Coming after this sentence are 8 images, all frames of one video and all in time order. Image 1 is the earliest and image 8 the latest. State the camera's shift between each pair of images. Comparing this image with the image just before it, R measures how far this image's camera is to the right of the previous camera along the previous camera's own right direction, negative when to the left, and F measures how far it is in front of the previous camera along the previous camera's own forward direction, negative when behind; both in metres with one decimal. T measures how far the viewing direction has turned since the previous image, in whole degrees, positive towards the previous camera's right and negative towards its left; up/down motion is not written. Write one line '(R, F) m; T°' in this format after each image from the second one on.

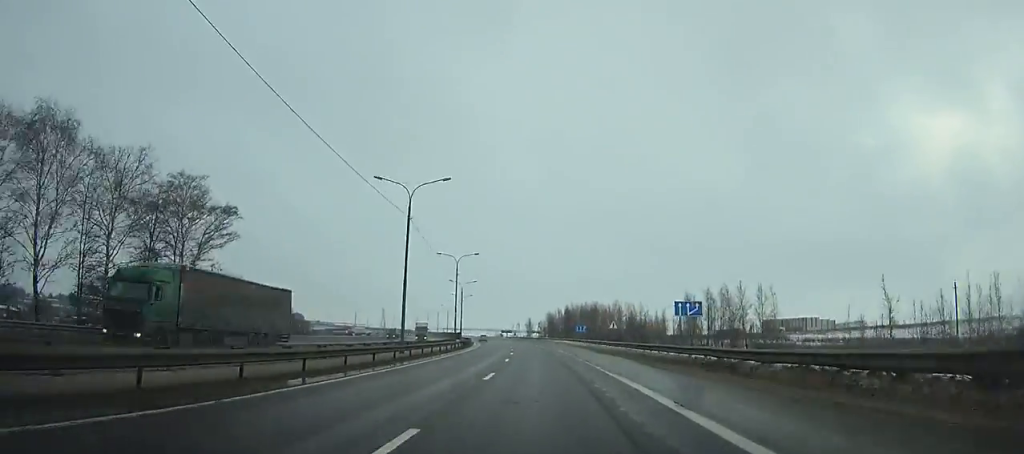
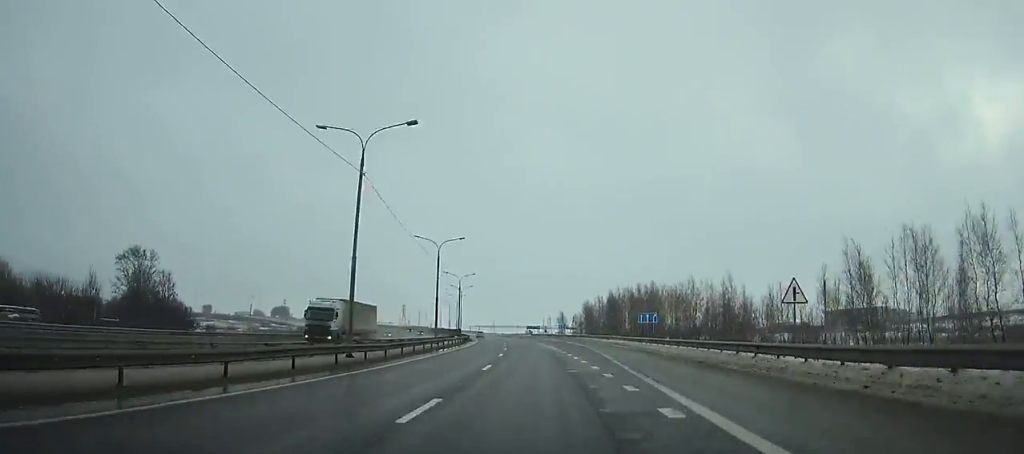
(-0.3, +43.4) m; -3°
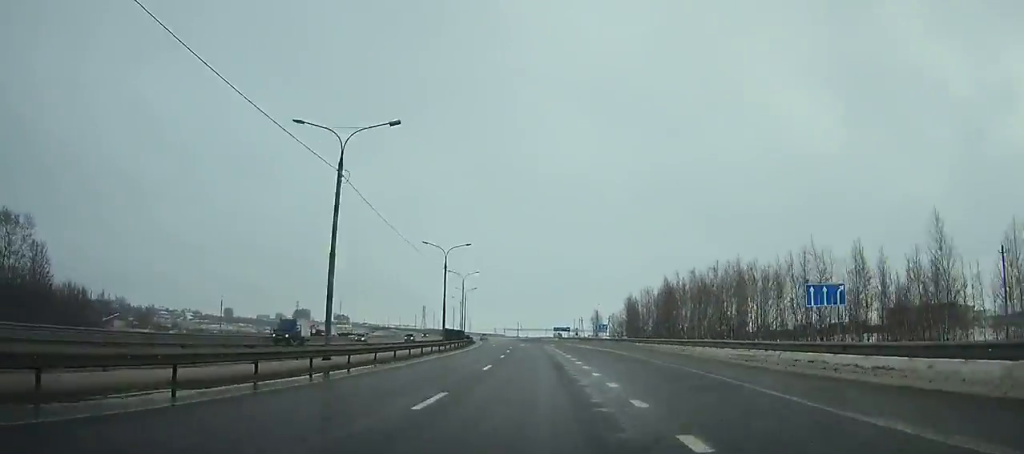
(-1.6, +35.3) m; -3°
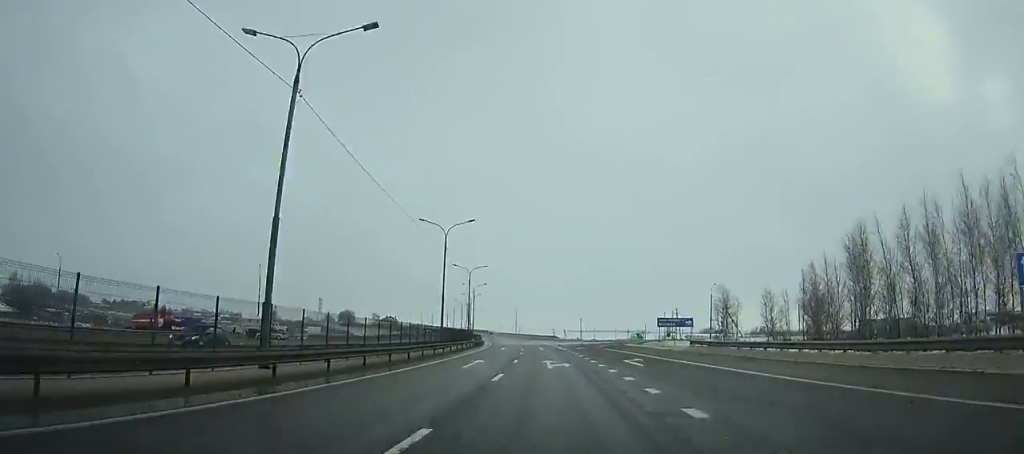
(-4.1, +77.7) m; -6°
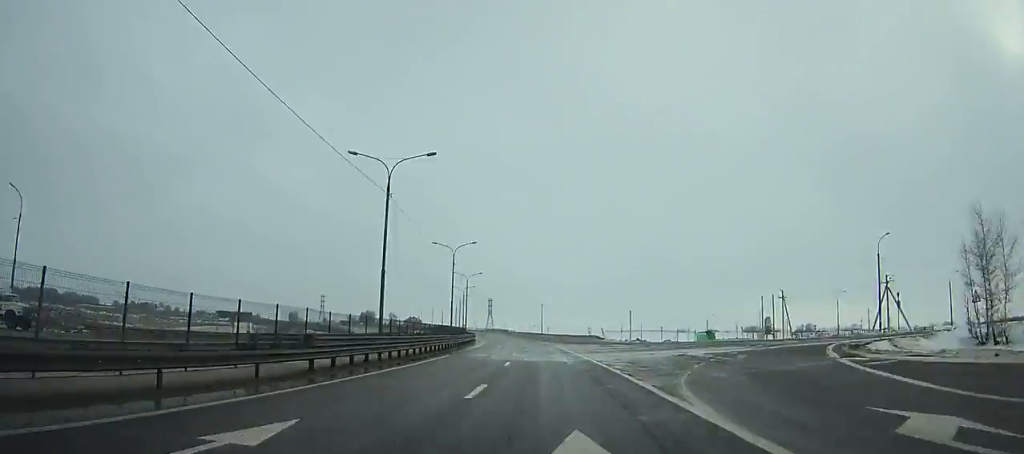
(-1.9, +55.2) m; -4°
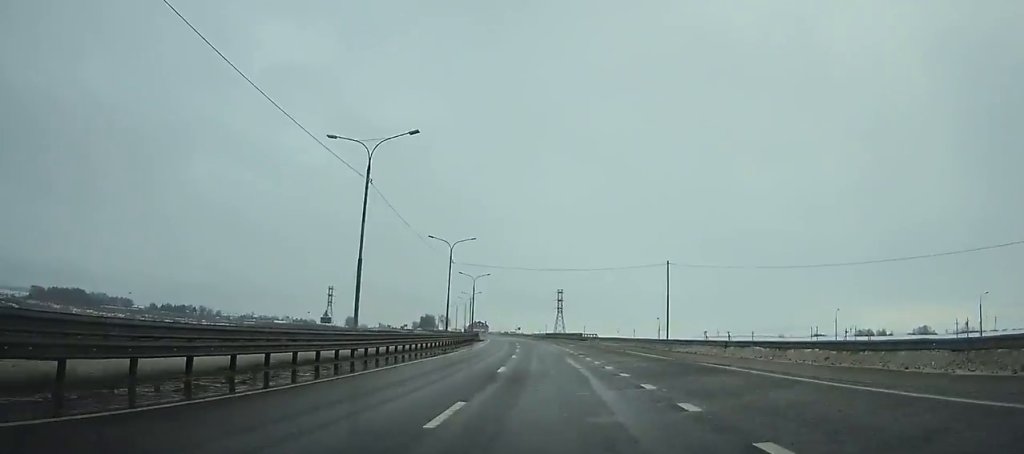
(-6.6, +106.3) m; -7°
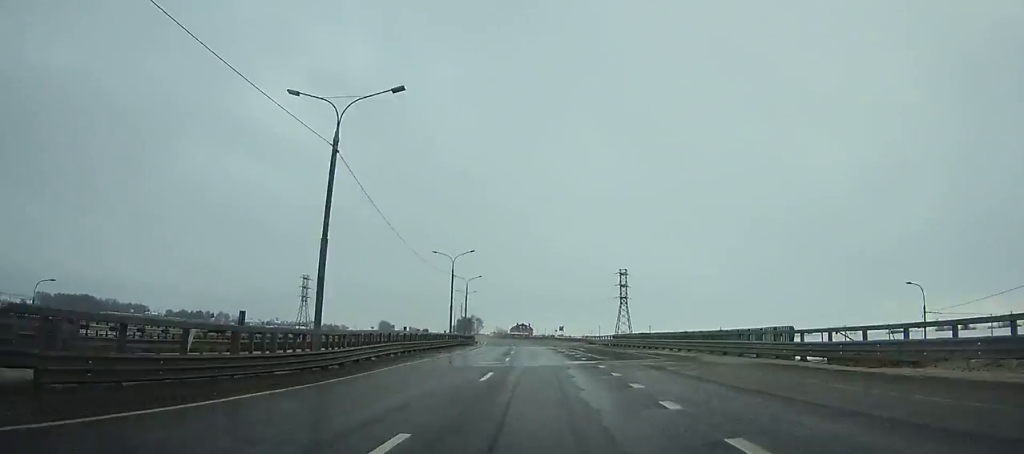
(-3.2, +74.7) m; -5°
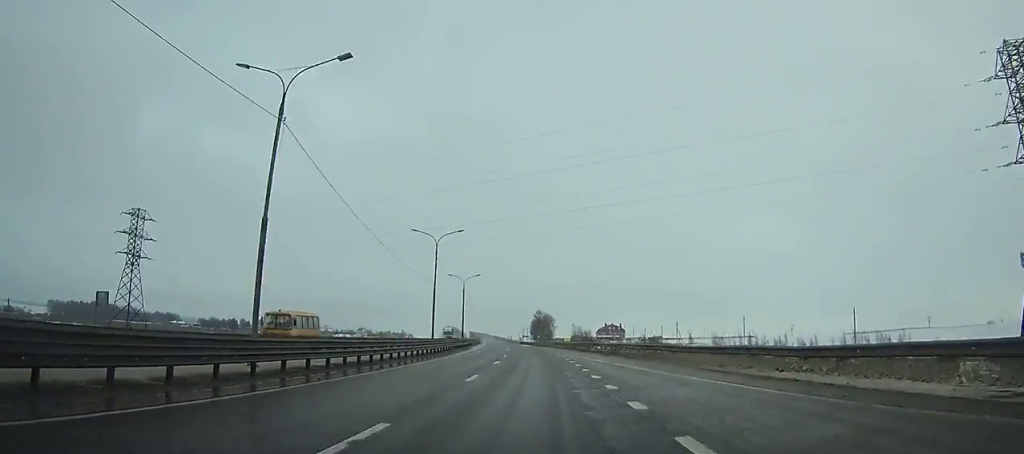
(-8.7, +119.5) m; -8°
